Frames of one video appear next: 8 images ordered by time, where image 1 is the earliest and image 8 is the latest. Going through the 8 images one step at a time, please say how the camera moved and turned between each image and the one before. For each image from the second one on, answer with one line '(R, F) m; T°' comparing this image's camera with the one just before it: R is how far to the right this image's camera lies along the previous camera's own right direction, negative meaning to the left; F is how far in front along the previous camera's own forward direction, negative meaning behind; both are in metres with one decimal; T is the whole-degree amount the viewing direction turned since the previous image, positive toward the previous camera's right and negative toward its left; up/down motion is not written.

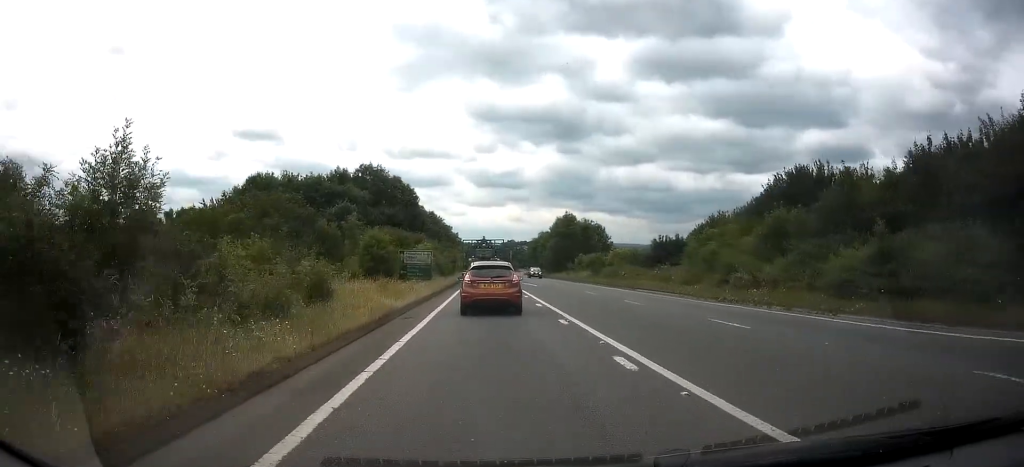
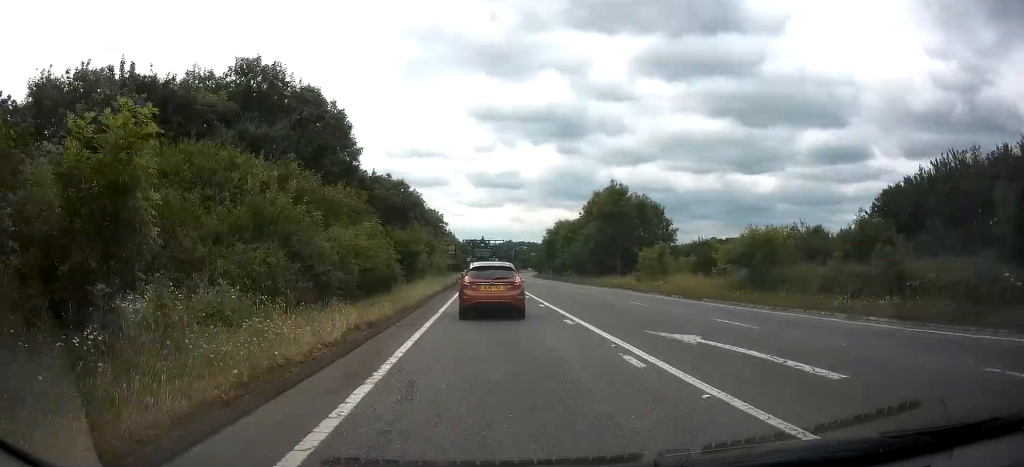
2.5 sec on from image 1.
(0.0, +35.7) m; 0°
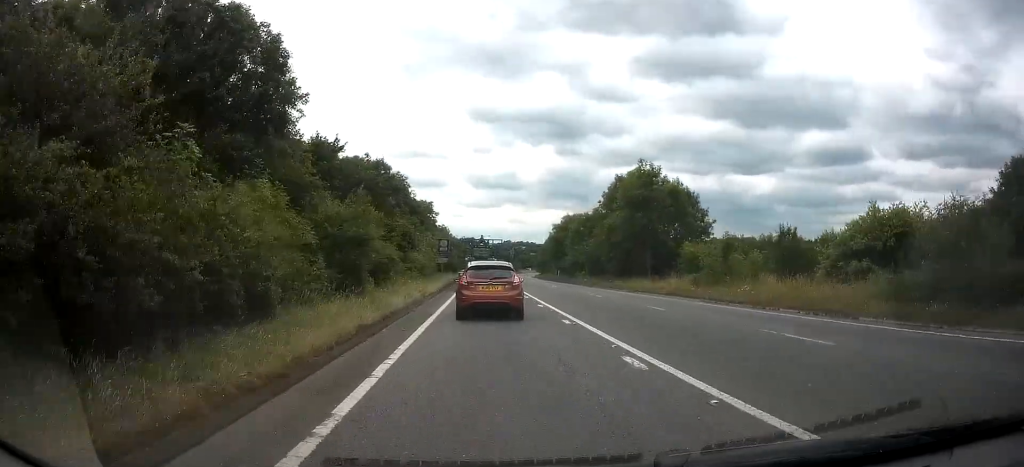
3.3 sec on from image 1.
(0.0, +12.0) m; +1°
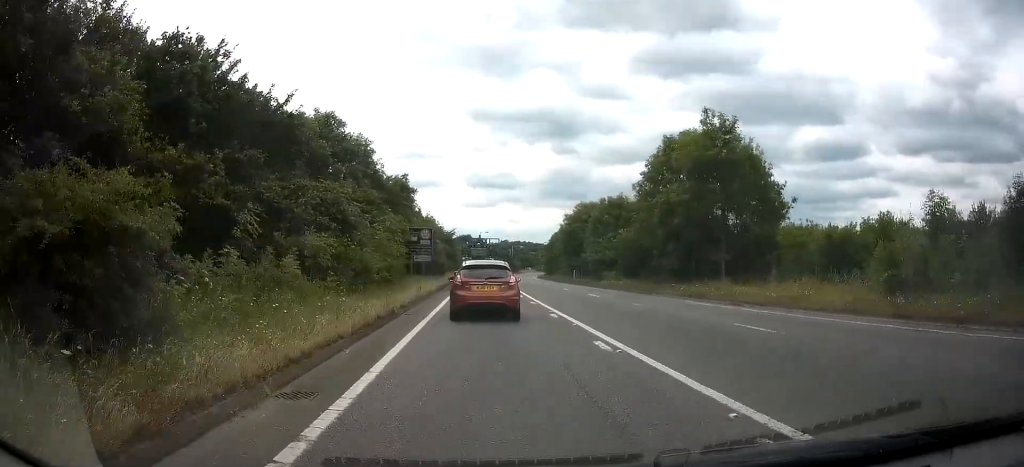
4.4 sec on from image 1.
(+0.3, +16.2) m; +1°
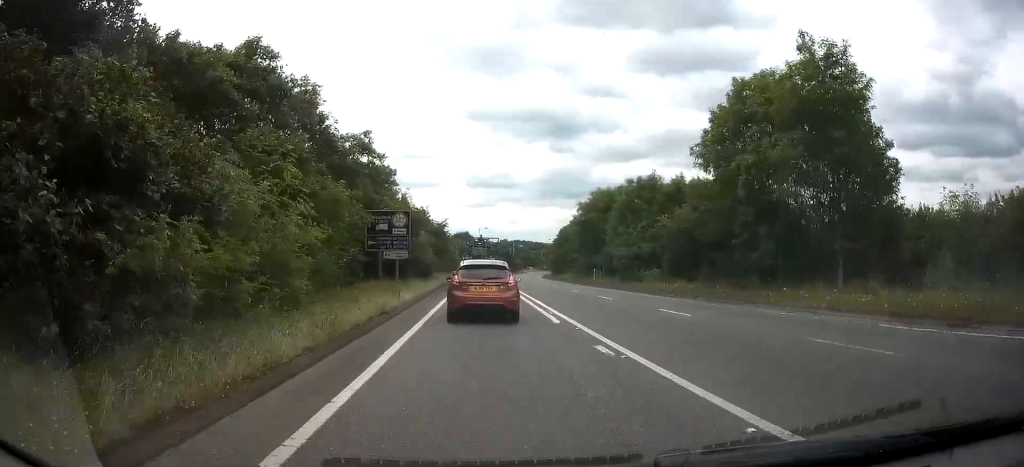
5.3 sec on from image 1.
(0.0, +12.4) m; 0°
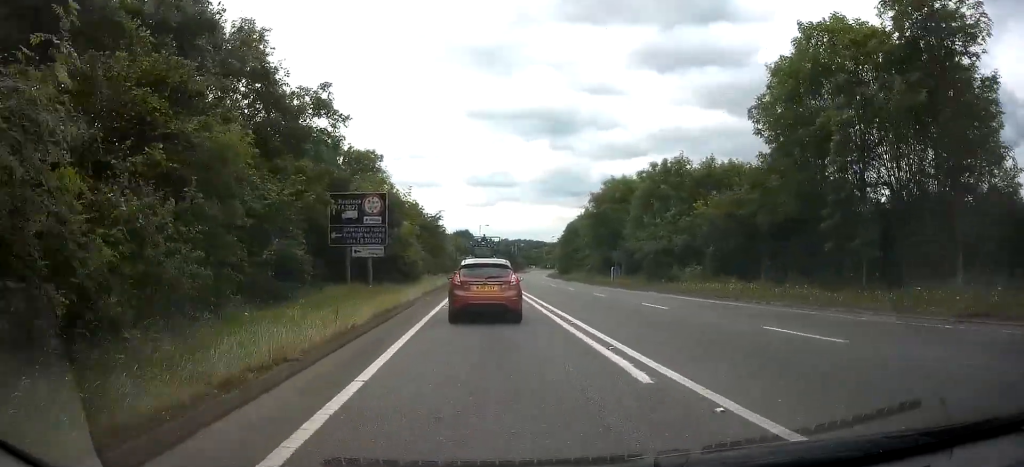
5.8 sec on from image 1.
(0.0, +7.1) m; 0°
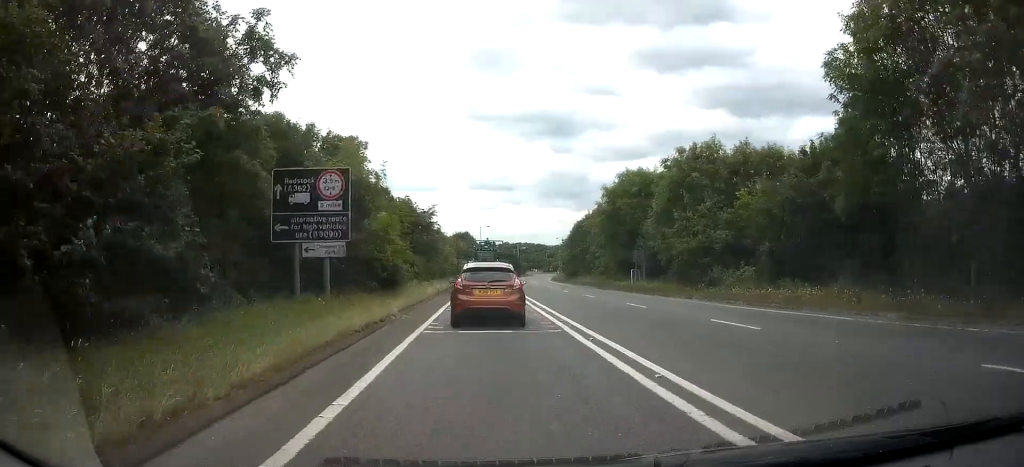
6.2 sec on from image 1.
(0.0, +6.2) m; 0°
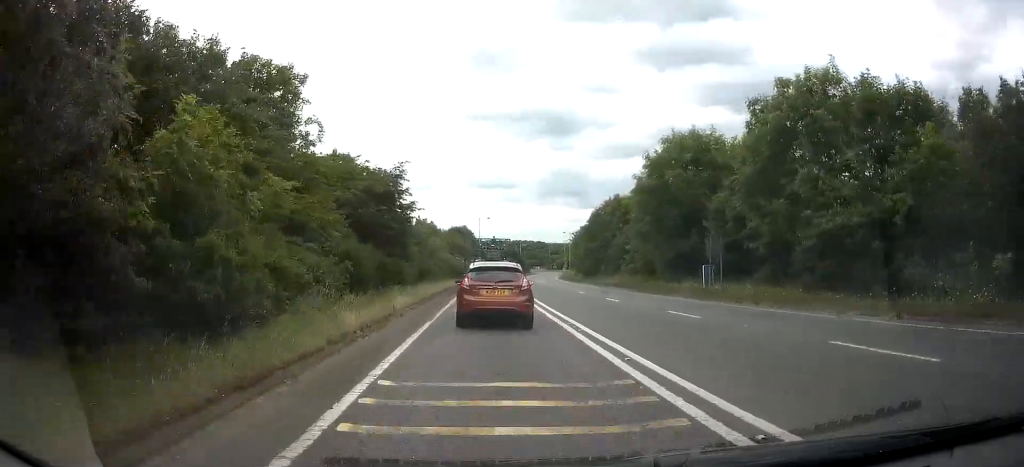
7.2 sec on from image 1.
(0.0, +14.0) m; 0°
